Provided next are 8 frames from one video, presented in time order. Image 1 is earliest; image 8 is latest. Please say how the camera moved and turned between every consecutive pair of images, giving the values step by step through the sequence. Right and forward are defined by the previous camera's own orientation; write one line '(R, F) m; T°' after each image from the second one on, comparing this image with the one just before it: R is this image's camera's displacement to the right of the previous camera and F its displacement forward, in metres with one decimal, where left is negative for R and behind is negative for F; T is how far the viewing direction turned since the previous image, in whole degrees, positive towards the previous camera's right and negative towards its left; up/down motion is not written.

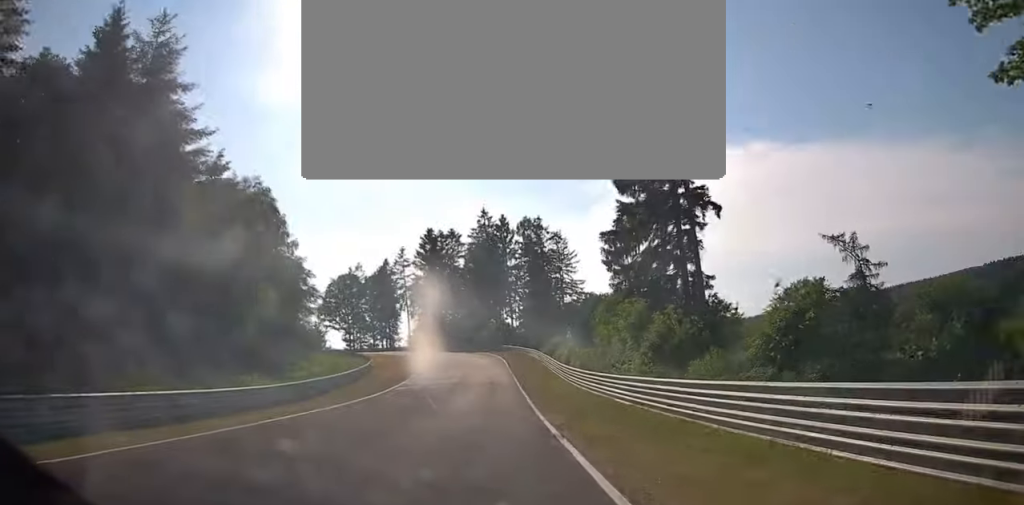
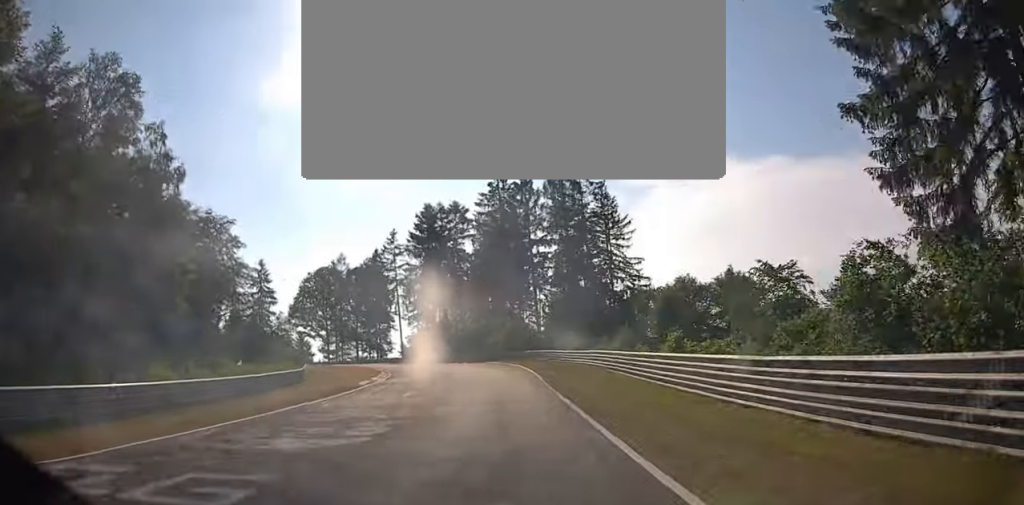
(0.0, +31.3) m; -4°
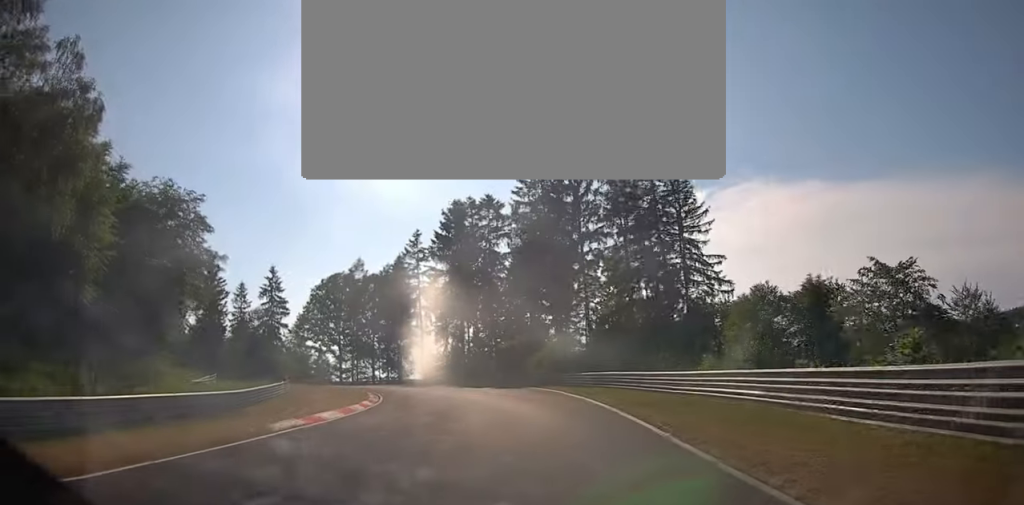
(-1.1, +14.5) m; -5°
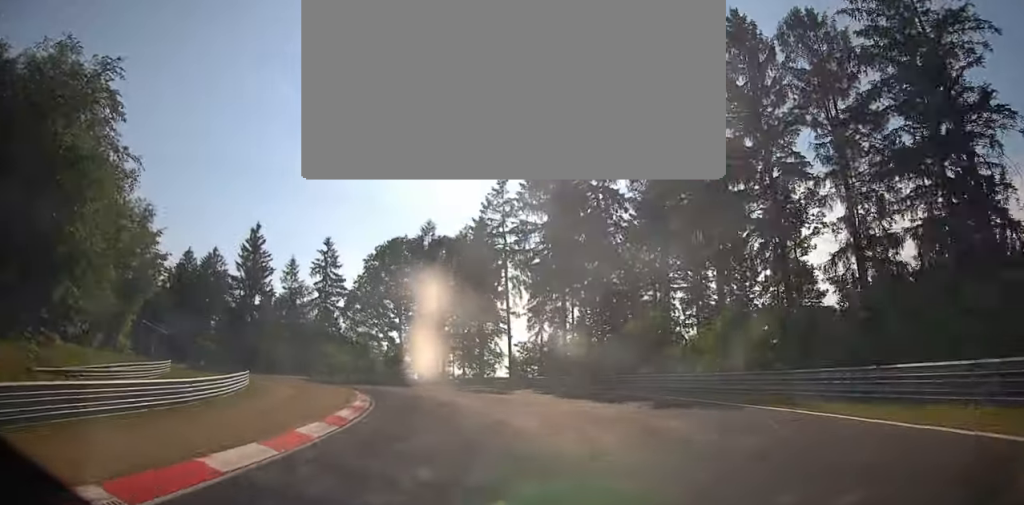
(-1.5, +24.4) m; -9°
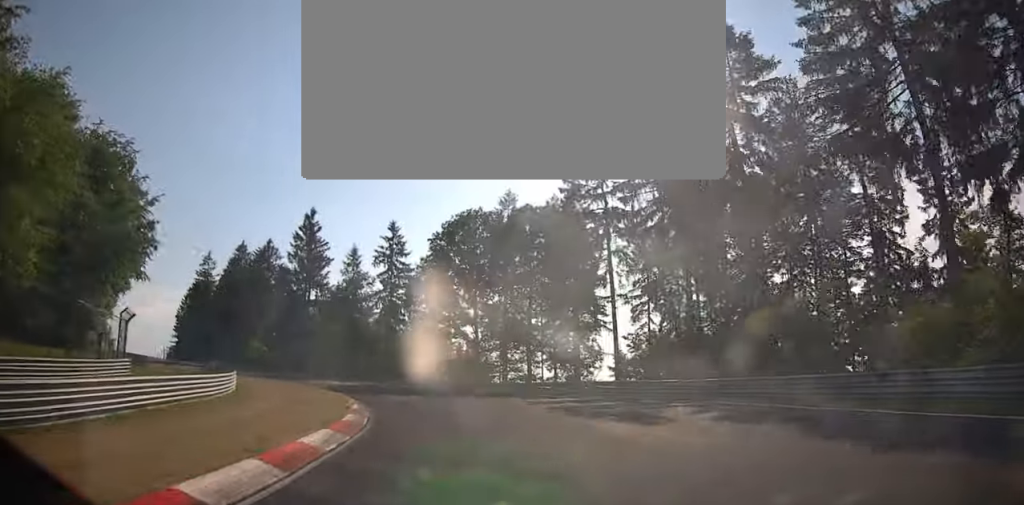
(-0.6, +14.6) m; -7°
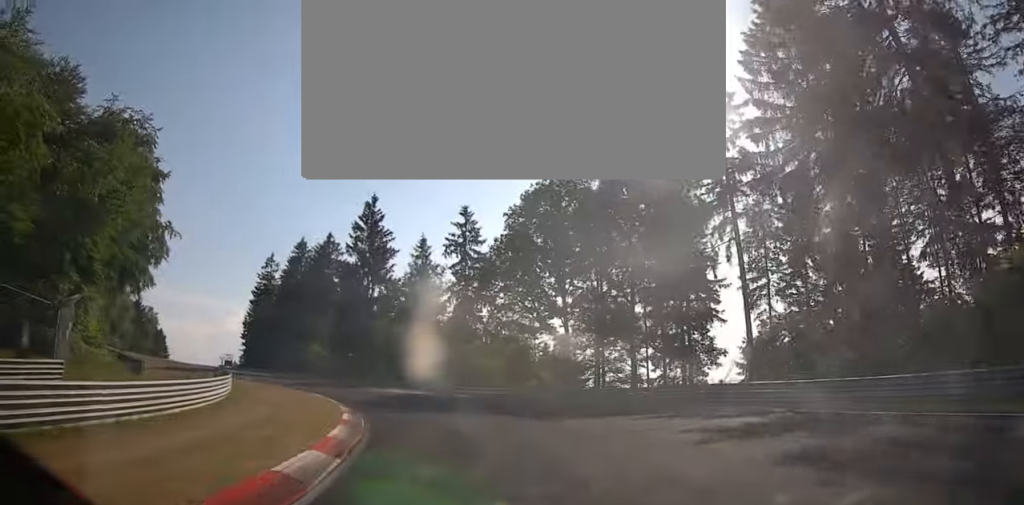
(-0.8, +10.4) m; -8°
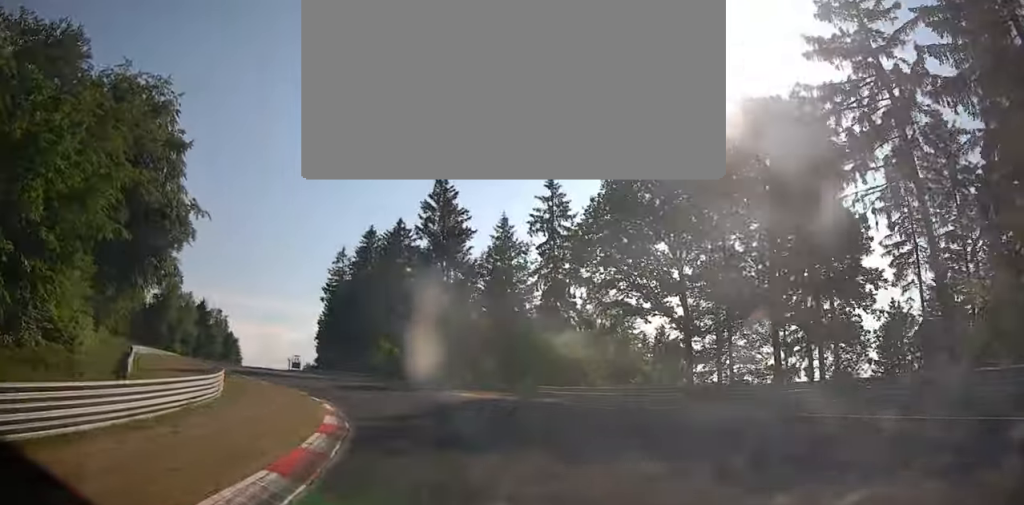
(-0.2, +9.7) m; -9°
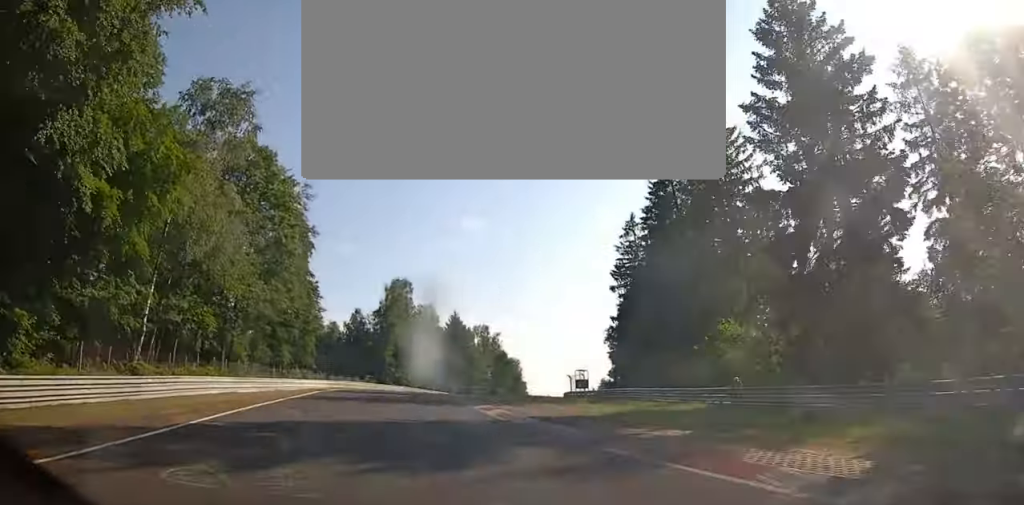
(-9.5, +34.1) m; -26°
